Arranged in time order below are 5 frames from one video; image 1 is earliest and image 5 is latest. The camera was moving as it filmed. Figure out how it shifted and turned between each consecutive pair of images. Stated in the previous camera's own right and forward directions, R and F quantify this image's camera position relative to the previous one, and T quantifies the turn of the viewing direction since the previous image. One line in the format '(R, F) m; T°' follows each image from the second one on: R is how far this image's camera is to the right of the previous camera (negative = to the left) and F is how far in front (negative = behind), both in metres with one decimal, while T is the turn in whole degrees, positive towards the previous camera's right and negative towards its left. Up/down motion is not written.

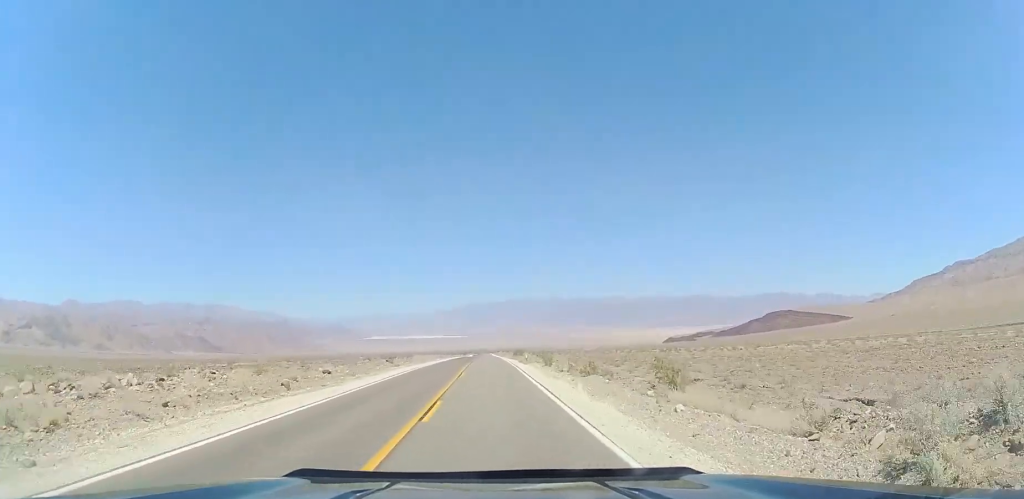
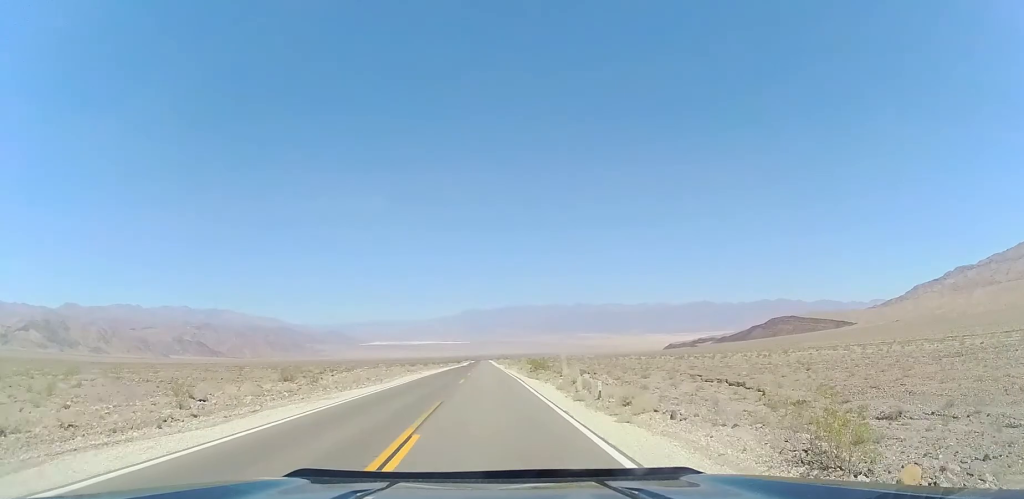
(0.0, +34.2) m; 0°
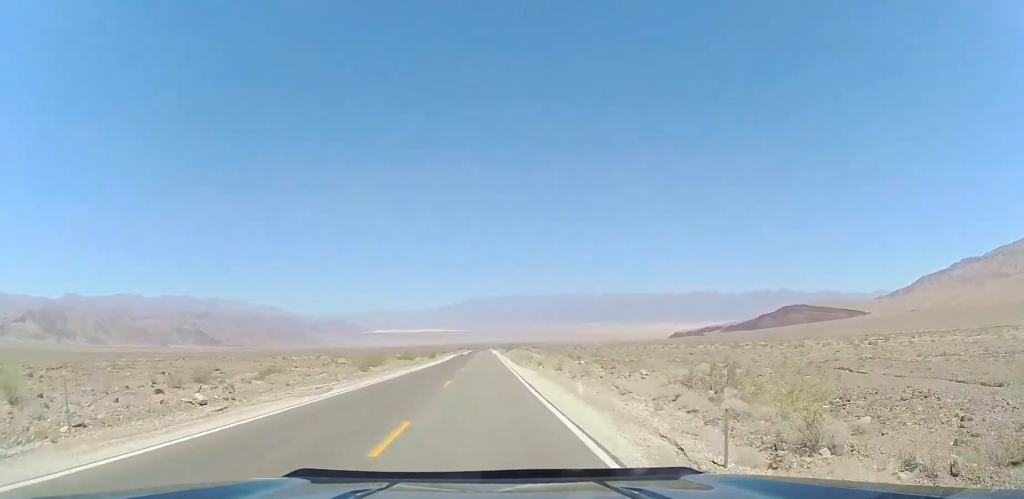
(+0.1, +82.2) m; 0°
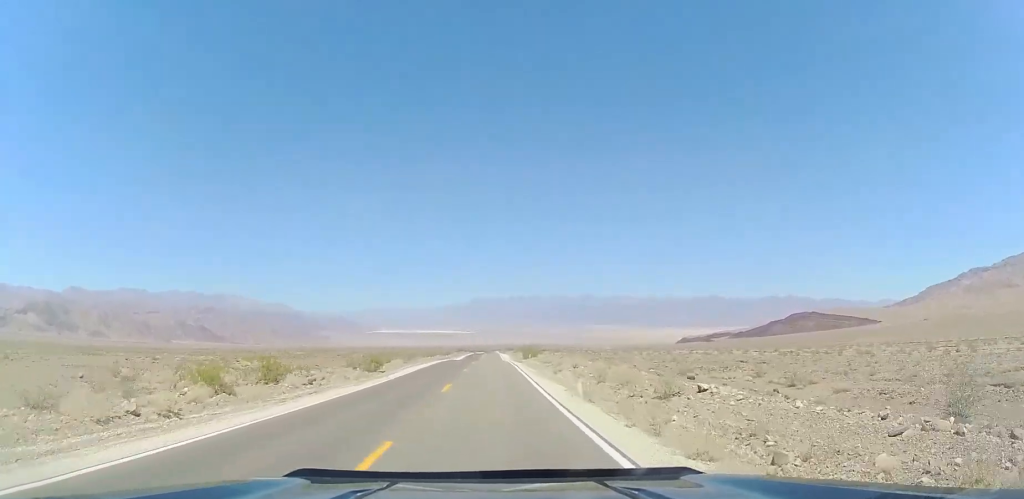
(0.0, +46.5) m; 0°
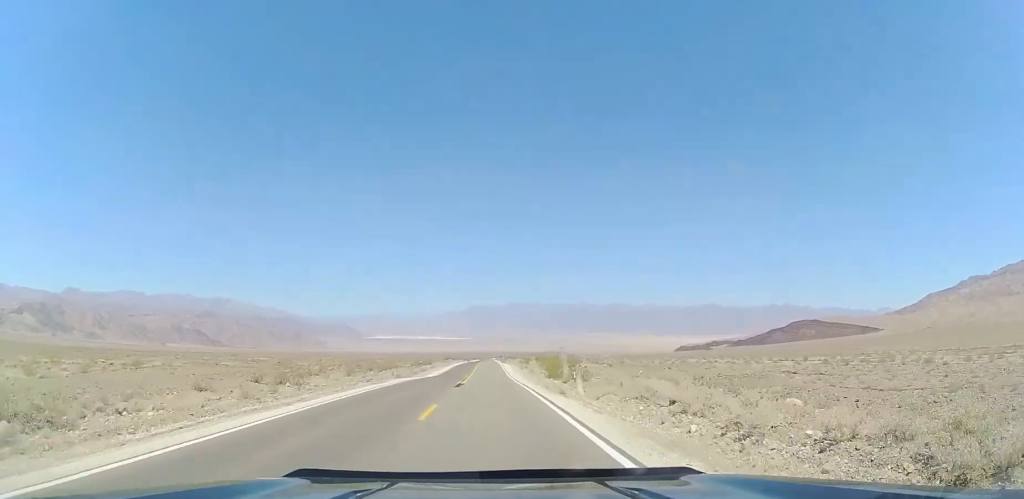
(0.0, +36.4) m; 0°
